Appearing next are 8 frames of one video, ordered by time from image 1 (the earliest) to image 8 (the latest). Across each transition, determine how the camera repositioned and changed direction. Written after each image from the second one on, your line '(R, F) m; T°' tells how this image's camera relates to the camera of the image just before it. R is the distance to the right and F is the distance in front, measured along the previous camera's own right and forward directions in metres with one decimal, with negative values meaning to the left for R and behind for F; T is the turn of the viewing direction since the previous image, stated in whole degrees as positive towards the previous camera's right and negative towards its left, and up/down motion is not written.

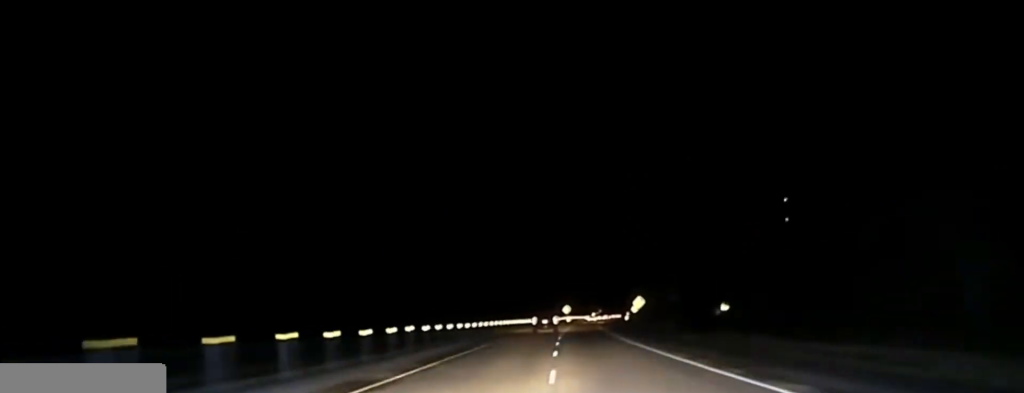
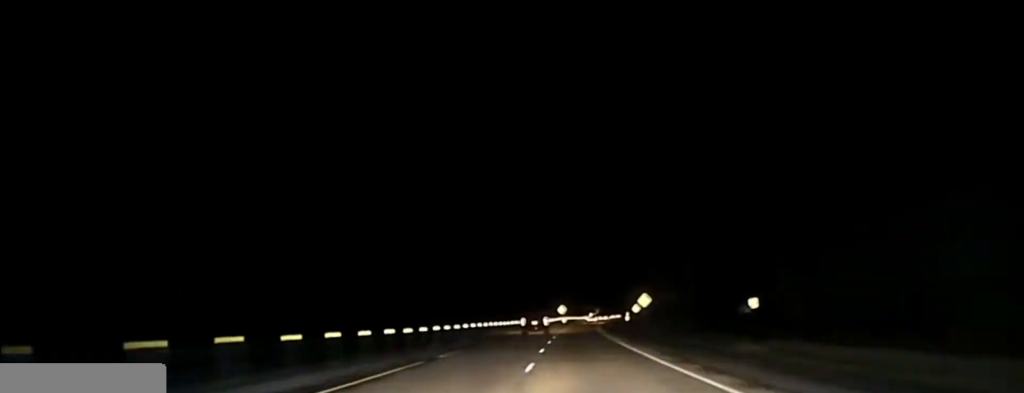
(0.0, +21.5) m; 0°
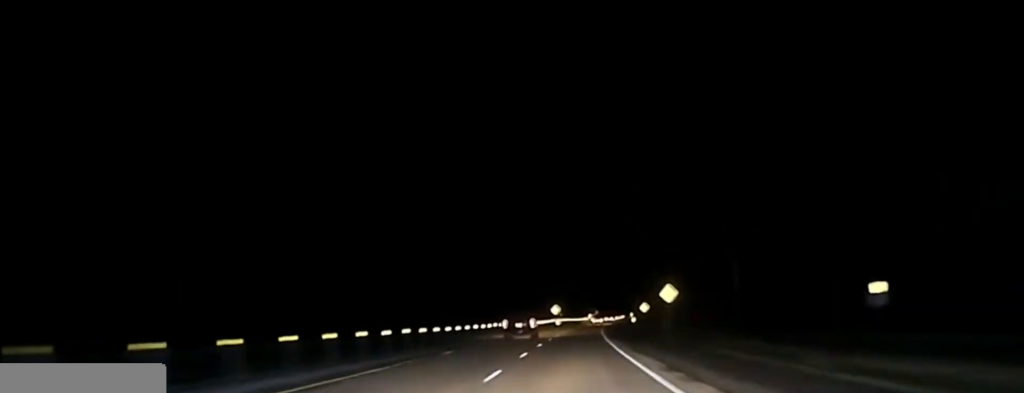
(+0.3, +41.4) m; 0°
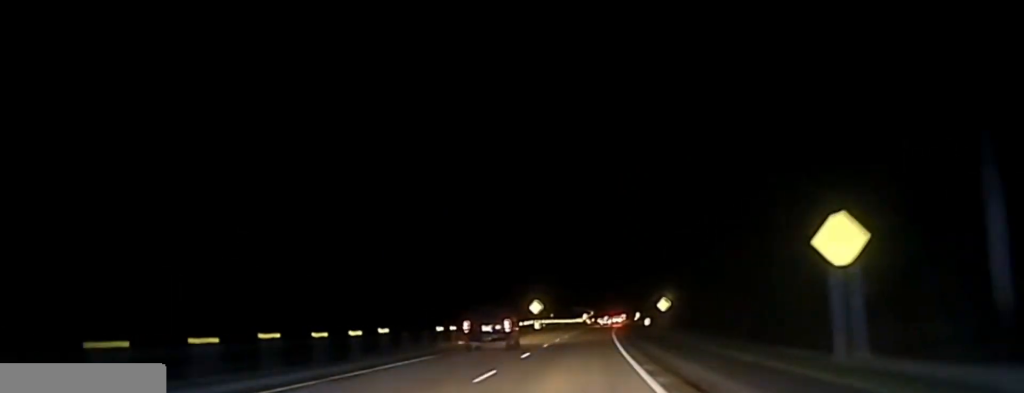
(+0.2, +60.6) m; +1°
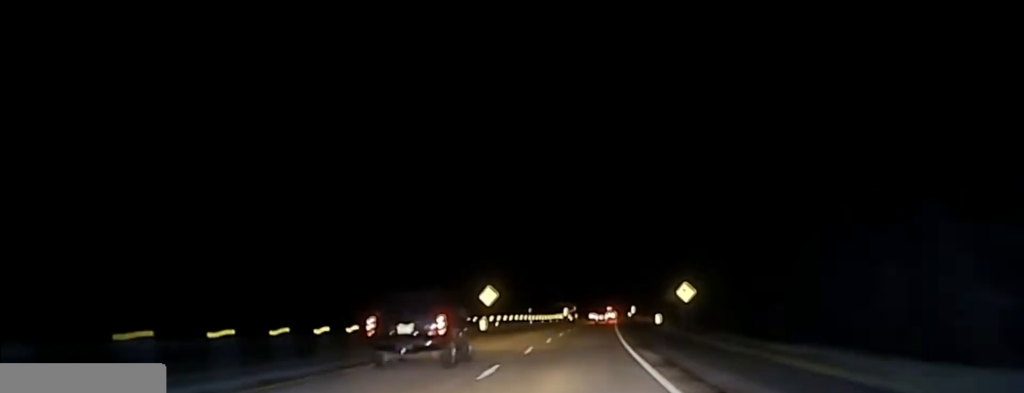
(+0.3, +45.1) m; +1°
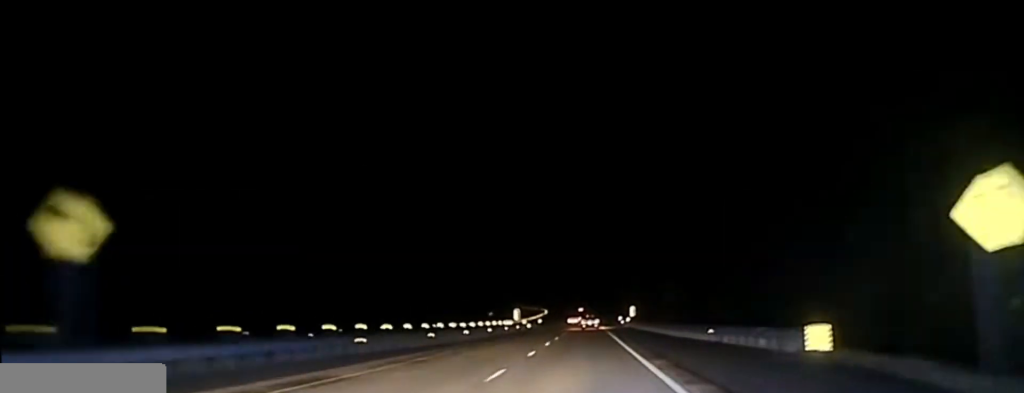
(+0.8, +69.3) m; +1°
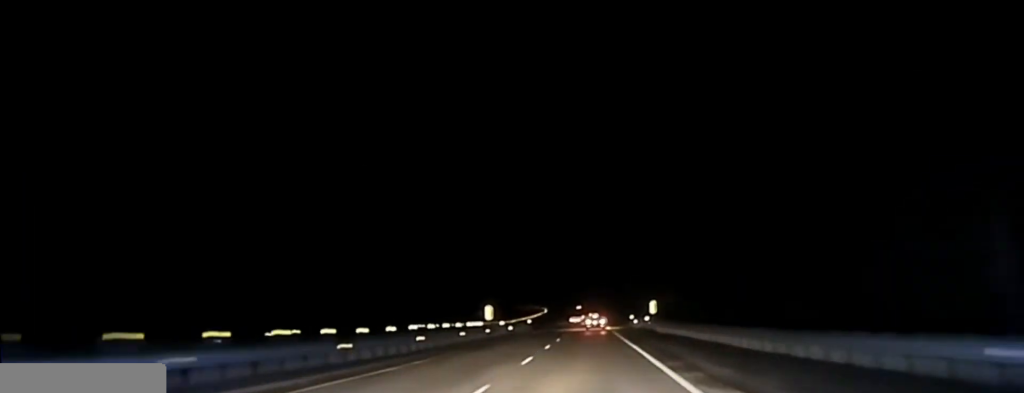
(+0.2, +29.5) m; 0°
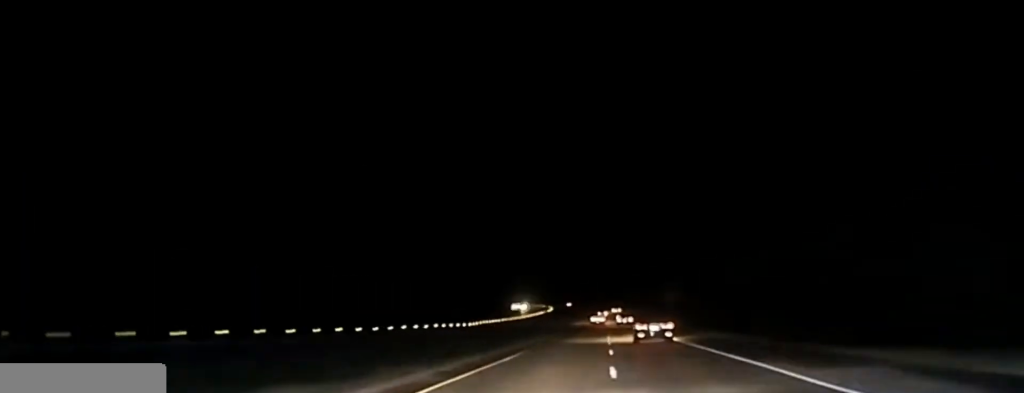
(-0.7, +101.1) m; 0°
